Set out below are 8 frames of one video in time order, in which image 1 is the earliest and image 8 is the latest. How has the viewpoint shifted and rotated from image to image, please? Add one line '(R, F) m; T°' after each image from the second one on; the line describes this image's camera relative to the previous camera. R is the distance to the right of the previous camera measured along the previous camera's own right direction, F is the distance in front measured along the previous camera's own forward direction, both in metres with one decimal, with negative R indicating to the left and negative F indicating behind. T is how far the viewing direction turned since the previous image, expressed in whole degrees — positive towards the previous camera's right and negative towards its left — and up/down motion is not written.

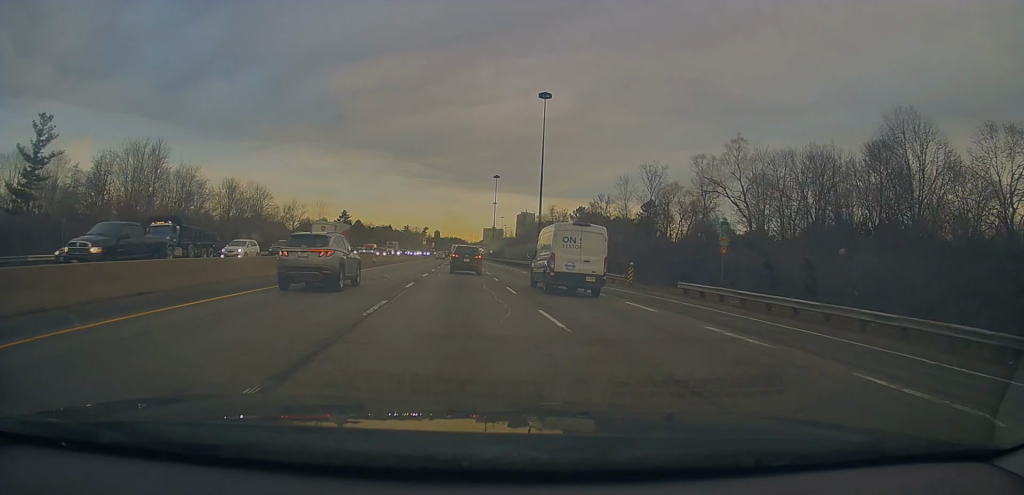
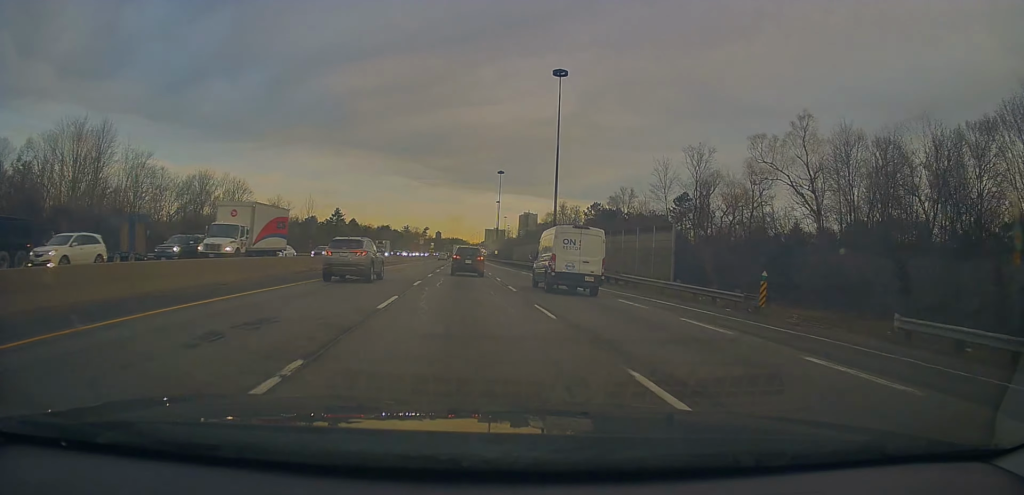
(+0.4, +16.5) m; 0°
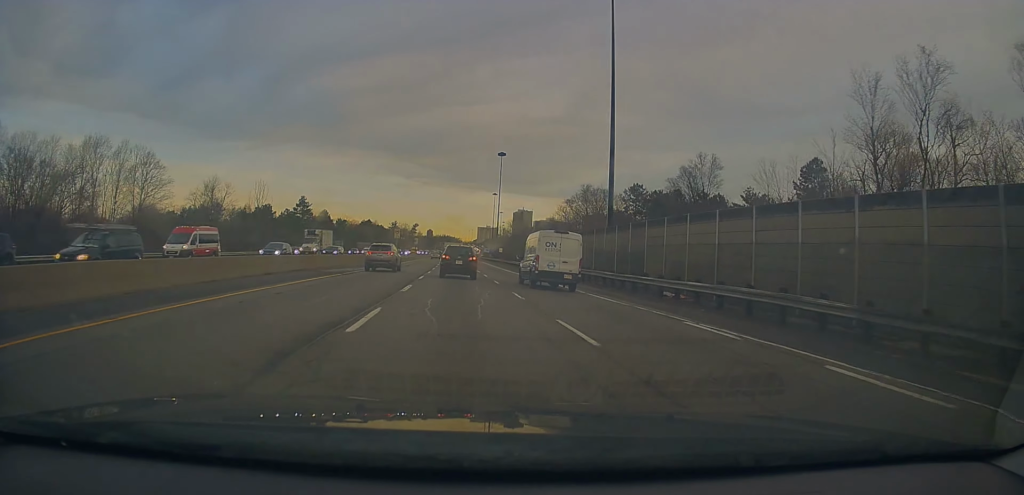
(-0.3, +38.6) m; +1°
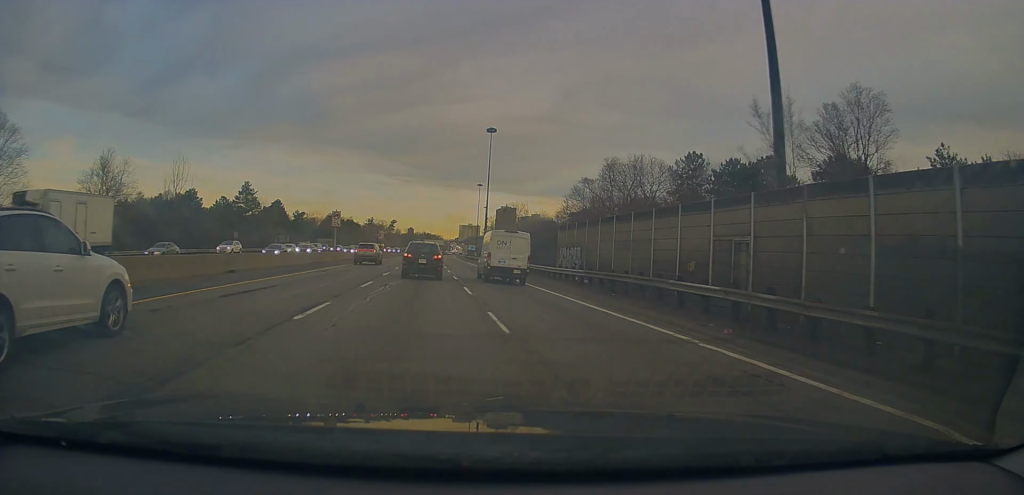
(+0.1, +34.0) m; 0°
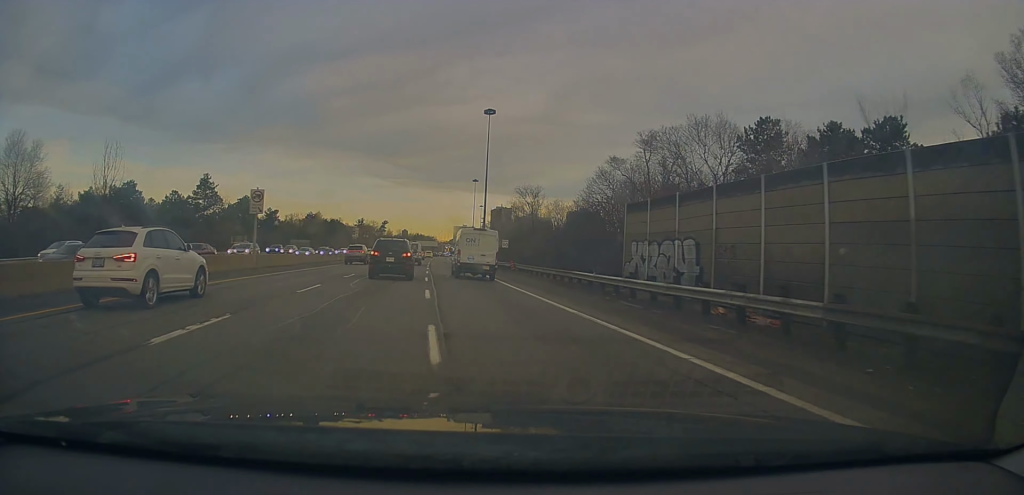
(+0.3, +20.9) m; +2°
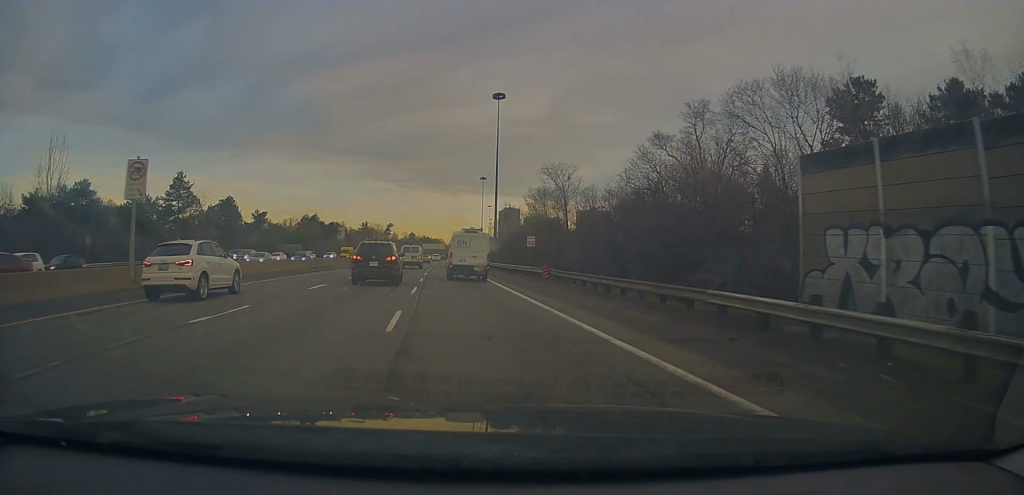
(+0.2, +14.7) m; 0°
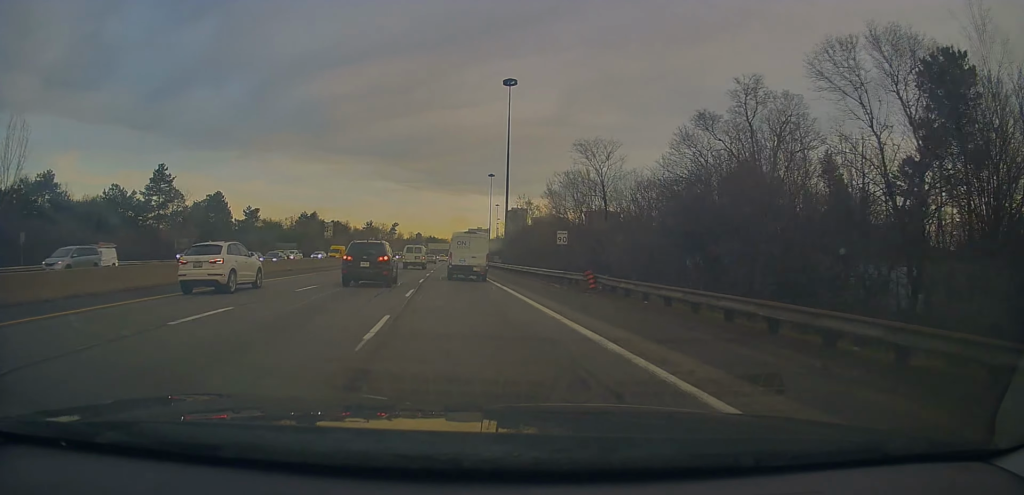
(+0.2, +9.9) m; 0°
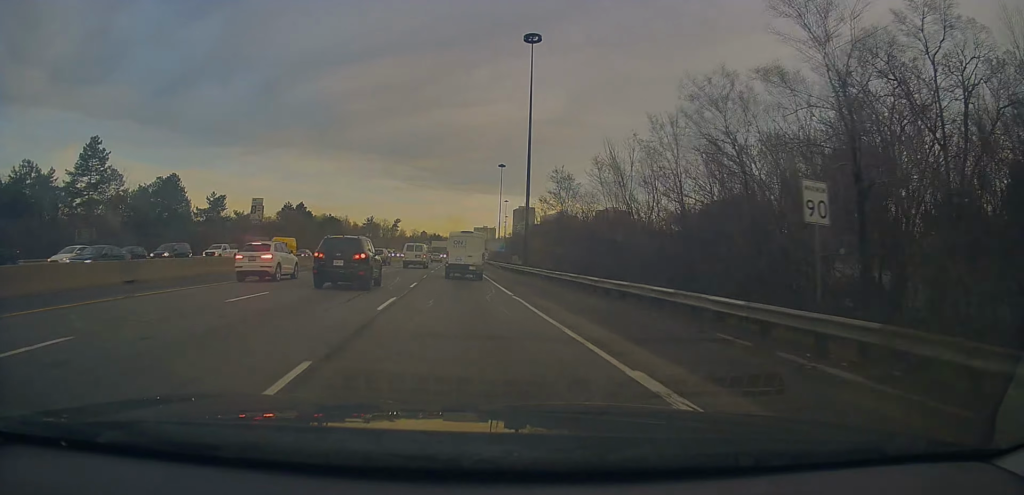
(-0.2, +22.7) m; -1°
